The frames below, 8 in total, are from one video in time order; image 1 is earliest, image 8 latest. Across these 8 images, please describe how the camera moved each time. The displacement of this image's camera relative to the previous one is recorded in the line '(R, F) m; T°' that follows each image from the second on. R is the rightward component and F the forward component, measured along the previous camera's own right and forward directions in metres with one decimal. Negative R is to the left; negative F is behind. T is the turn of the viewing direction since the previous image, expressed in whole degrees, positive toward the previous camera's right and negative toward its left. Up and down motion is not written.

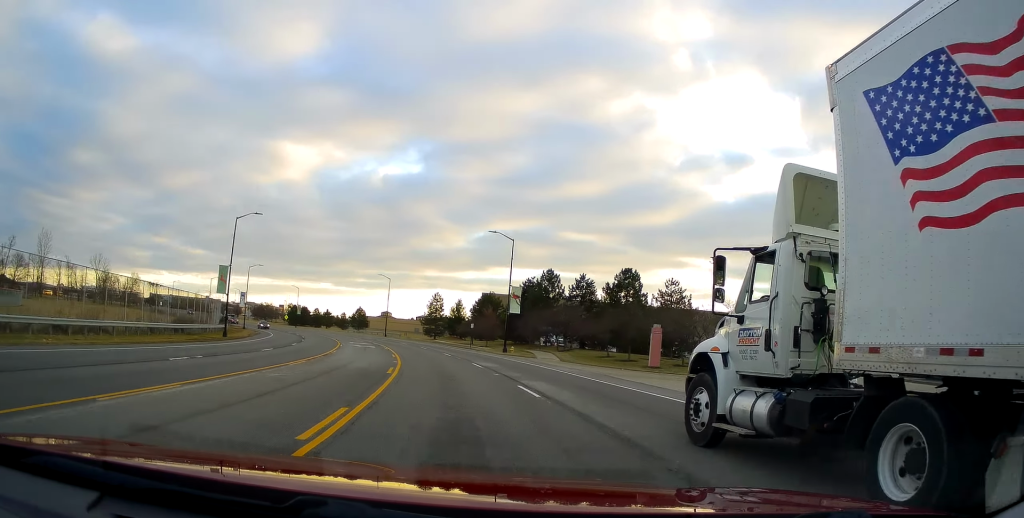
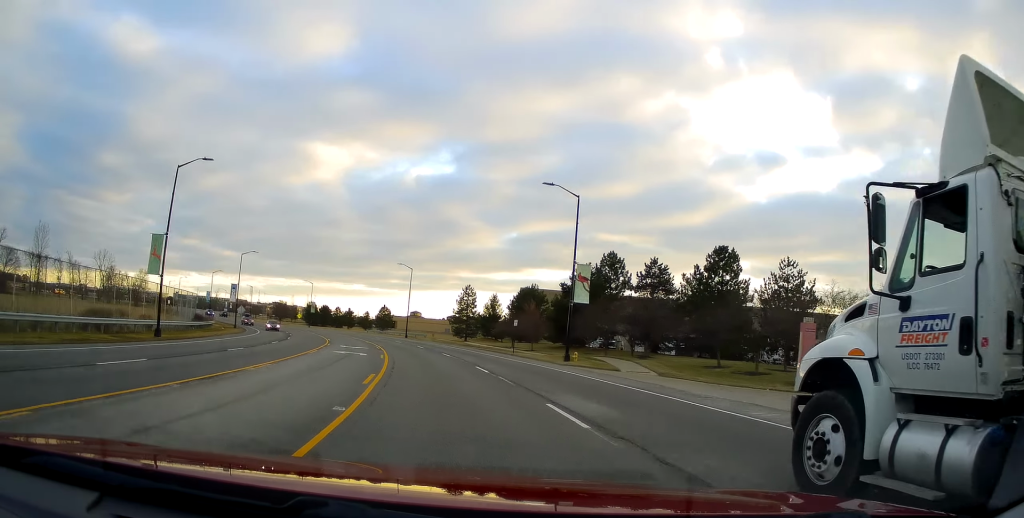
(-0.4, +17.4) m; -3°
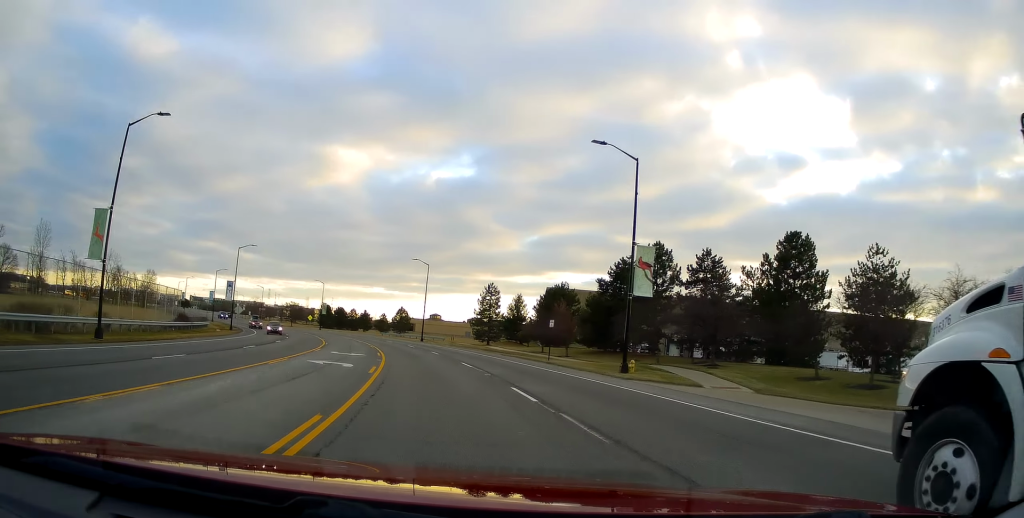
(-0.3, +8.7) m; -1°
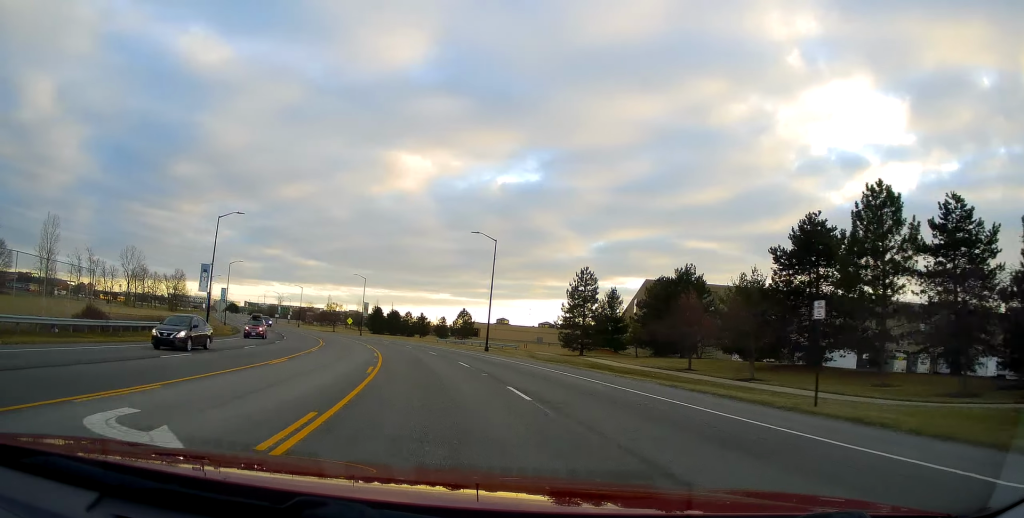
(-0.5, +24.7) m; -7°
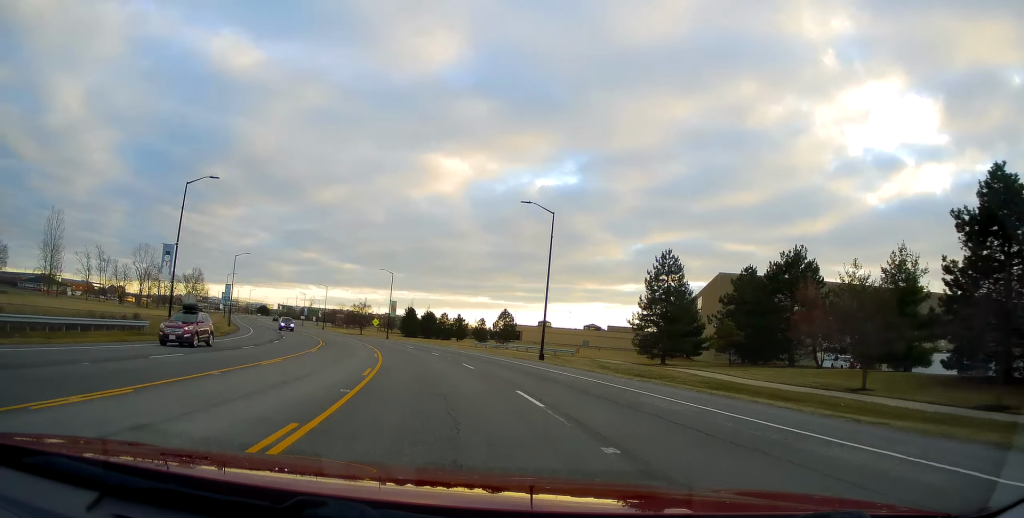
(-1.1, +13.6) m; -4°
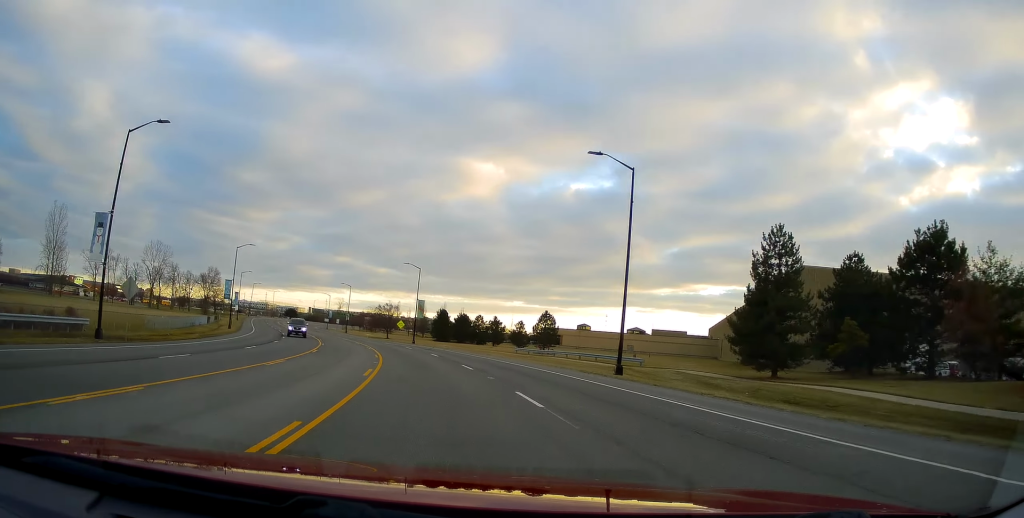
(-0.8, +12.3) m; -3°
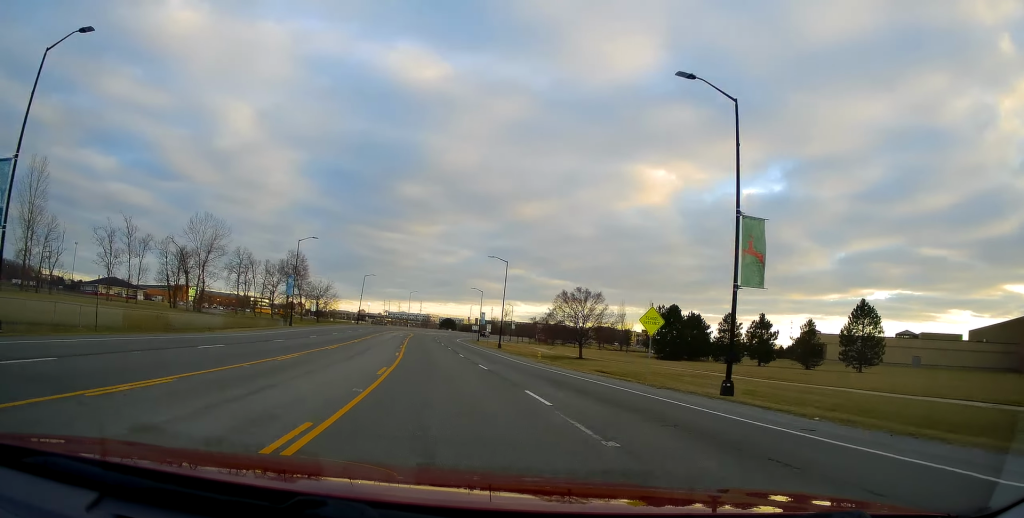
(-6.4, +61.2) m; -15°
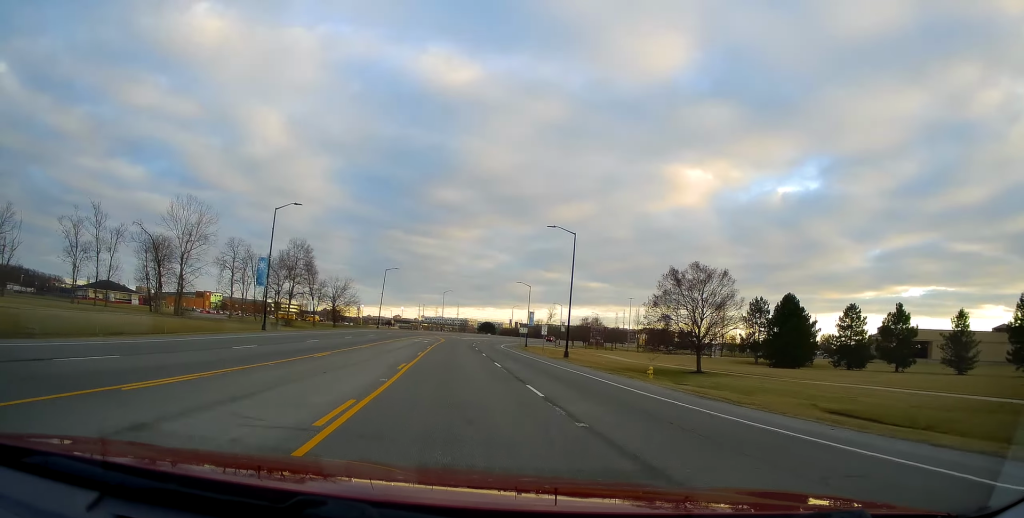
(-0.8, +22.5) m; -5°
